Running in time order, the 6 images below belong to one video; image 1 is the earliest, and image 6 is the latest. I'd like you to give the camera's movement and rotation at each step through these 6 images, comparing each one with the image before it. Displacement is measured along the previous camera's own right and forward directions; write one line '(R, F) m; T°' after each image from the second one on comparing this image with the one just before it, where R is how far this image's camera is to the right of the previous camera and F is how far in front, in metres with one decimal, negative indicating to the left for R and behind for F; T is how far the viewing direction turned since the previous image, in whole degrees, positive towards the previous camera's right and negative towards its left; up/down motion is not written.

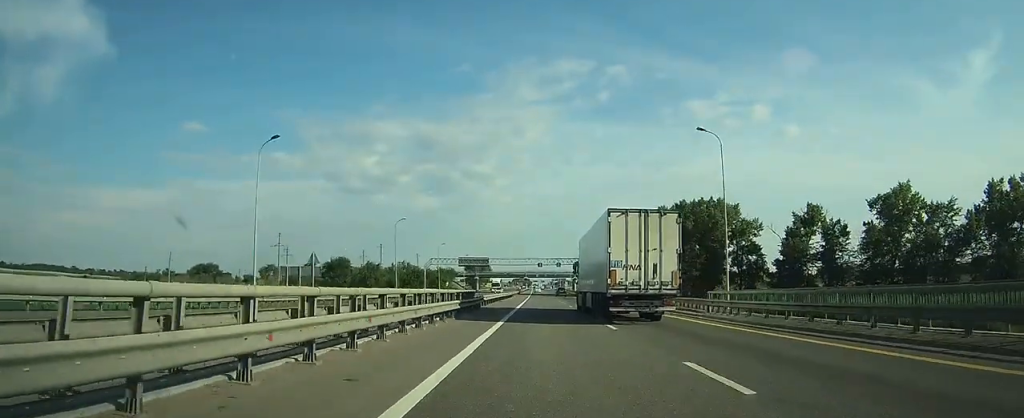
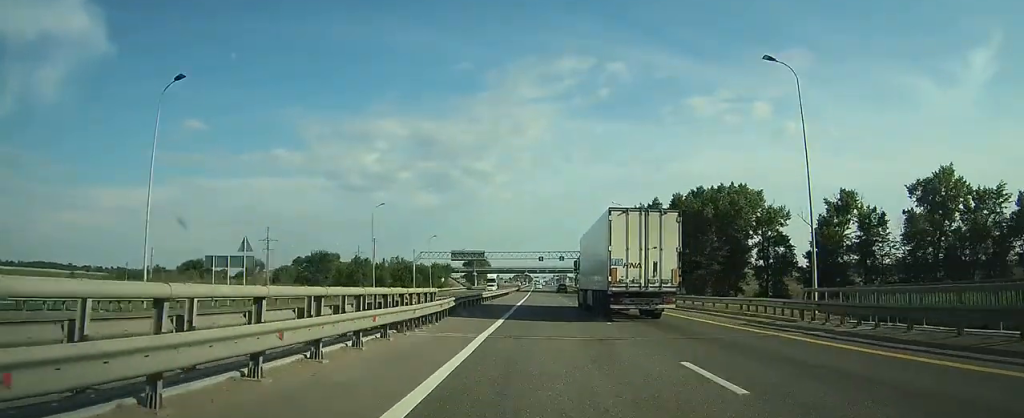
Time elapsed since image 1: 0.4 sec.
(0.0, +11.8) m; 0°
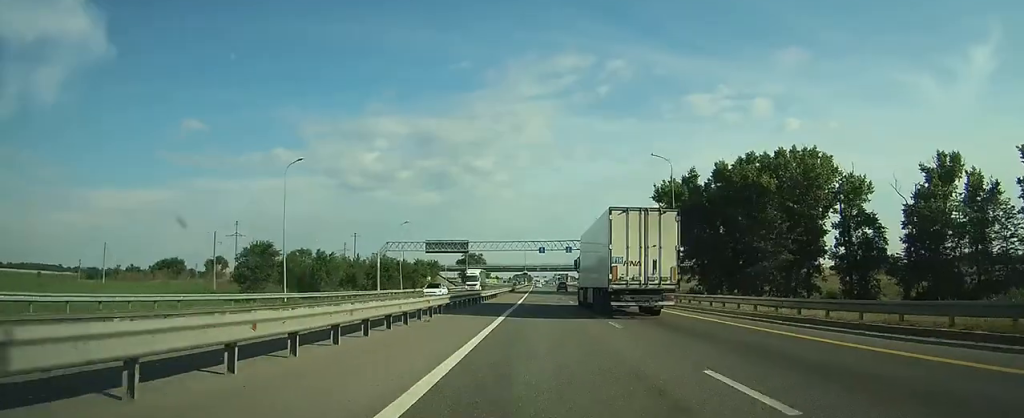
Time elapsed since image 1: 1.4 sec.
(+0.1, +25.3) m; 0°
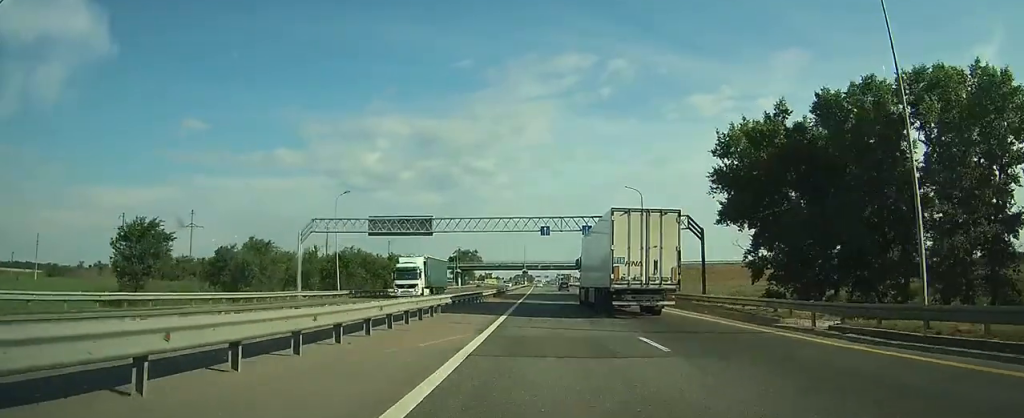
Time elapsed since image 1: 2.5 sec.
(-0.1, +29.7) m; 0°
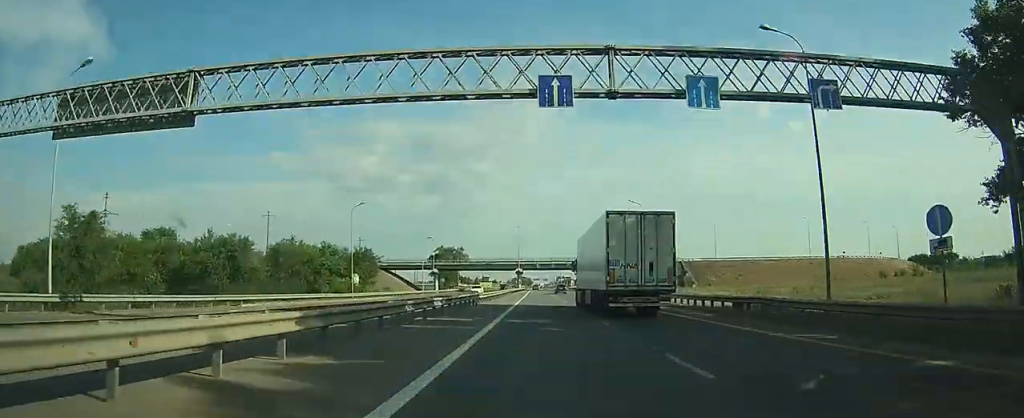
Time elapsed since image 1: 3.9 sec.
(-0.1, +39.5) m; 0°
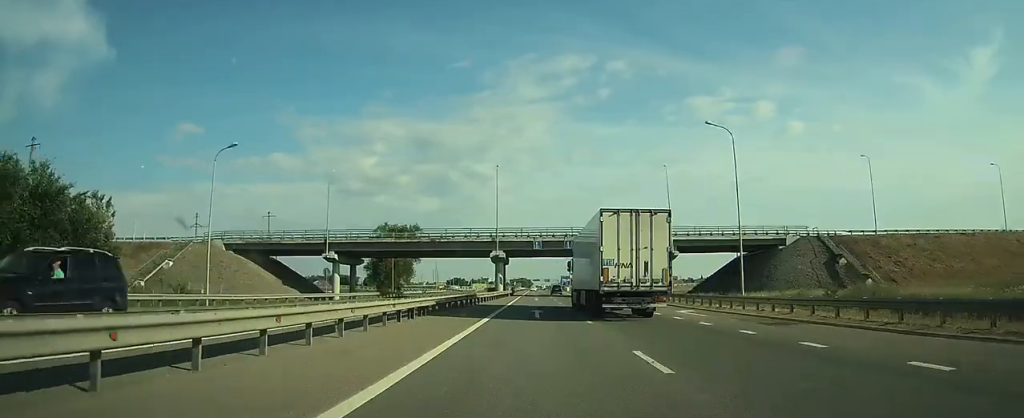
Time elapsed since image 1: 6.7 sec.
(+1.1, +75.4) m; +3°
